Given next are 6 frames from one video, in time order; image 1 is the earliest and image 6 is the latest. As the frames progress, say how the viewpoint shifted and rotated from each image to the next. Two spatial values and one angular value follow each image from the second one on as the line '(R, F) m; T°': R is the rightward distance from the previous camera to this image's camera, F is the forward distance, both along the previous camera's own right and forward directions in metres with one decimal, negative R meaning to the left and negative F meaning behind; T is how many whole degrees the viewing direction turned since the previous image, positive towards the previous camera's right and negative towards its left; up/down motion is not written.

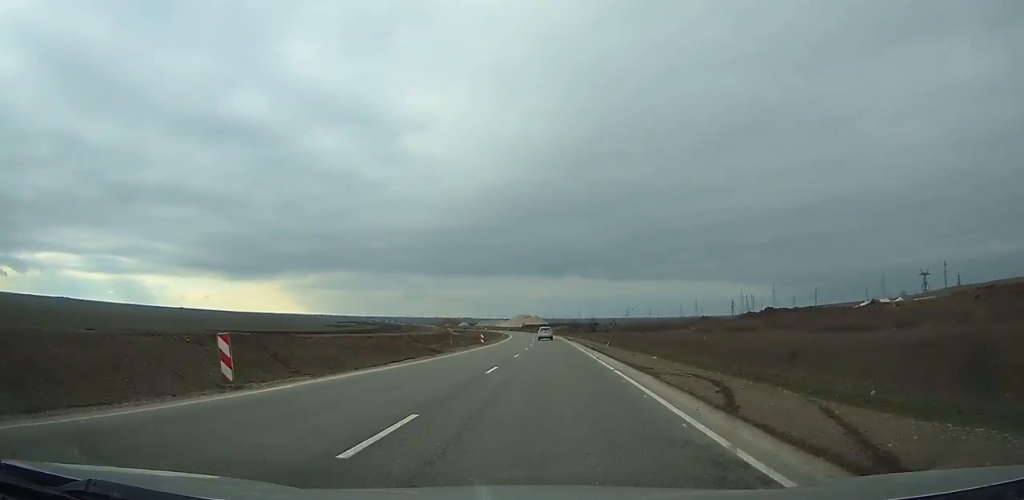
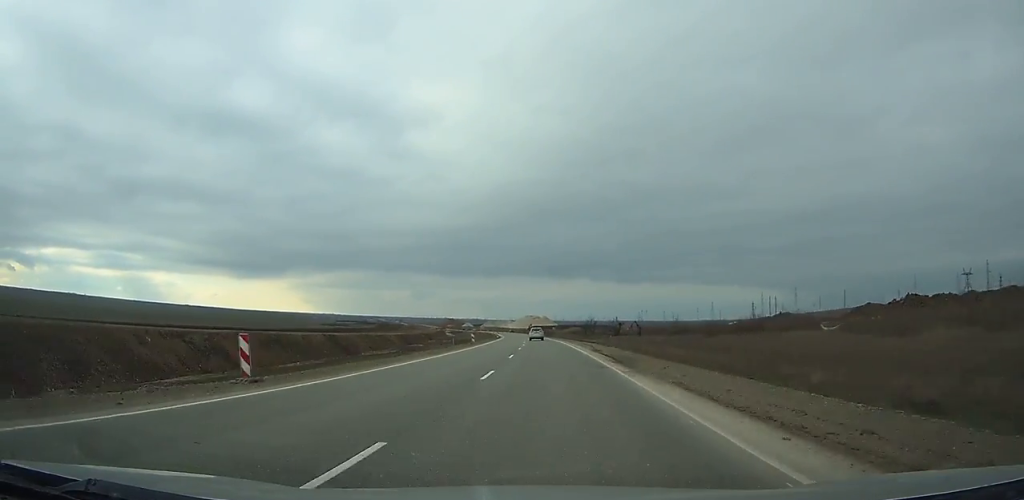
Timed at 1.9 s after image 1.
(-0.4, +50.1) m; -2°
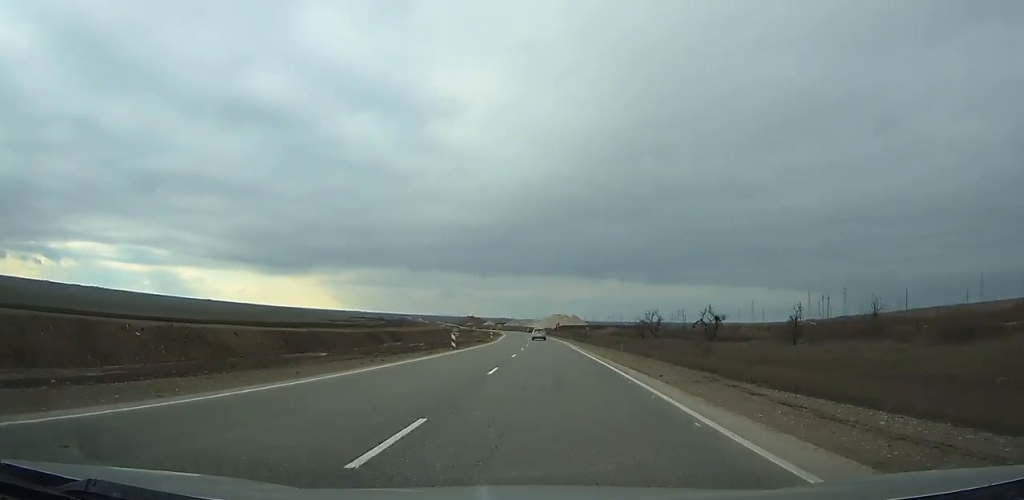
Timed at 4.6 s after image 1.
(-1.9, +70.4) m; -2°
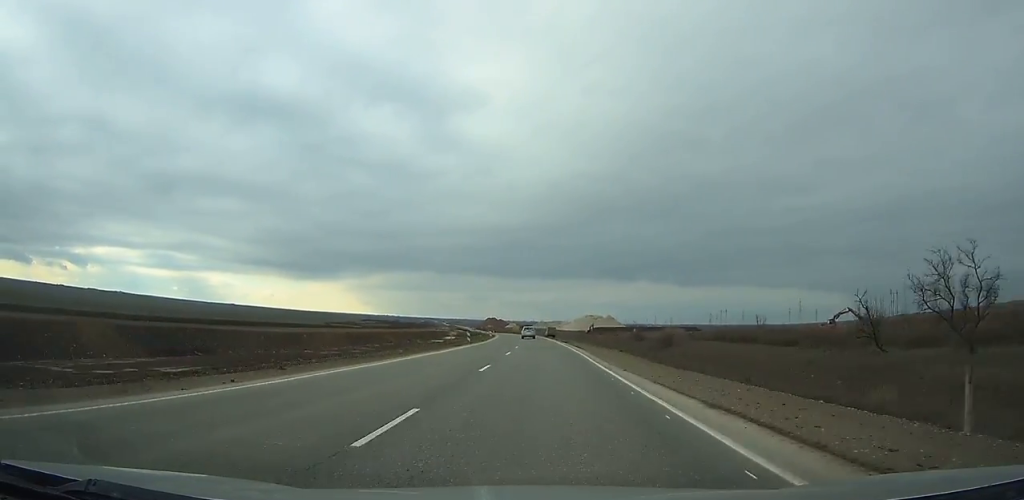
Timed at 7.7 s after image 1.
(-1.6, +82.2) m; -3°
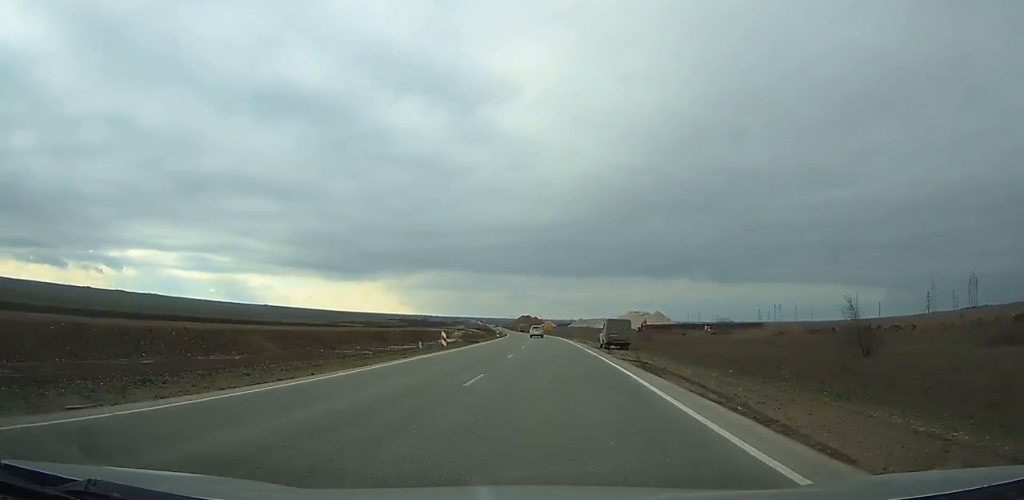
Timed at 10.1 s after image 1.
(-1.9, +64.8) m; -3°
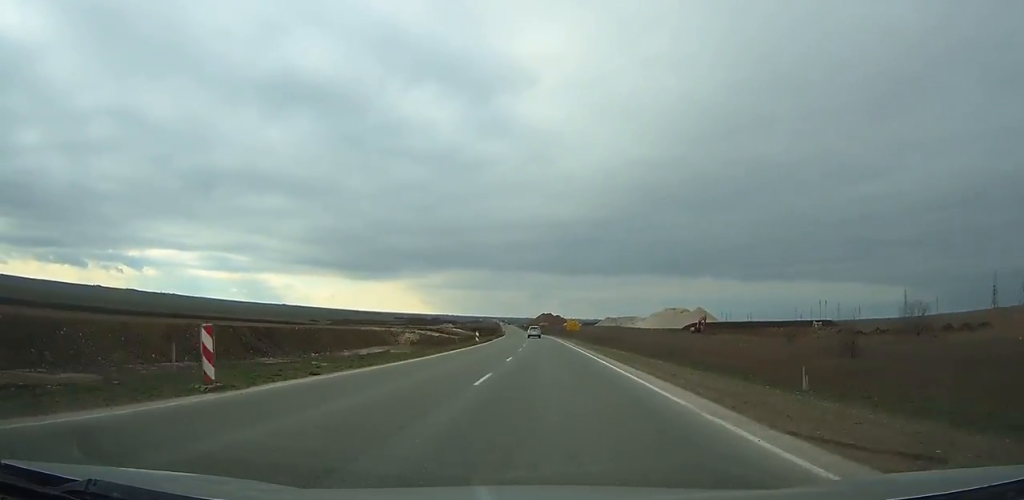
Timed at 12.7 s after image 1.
(-2.1, +72.2) m; -3°
